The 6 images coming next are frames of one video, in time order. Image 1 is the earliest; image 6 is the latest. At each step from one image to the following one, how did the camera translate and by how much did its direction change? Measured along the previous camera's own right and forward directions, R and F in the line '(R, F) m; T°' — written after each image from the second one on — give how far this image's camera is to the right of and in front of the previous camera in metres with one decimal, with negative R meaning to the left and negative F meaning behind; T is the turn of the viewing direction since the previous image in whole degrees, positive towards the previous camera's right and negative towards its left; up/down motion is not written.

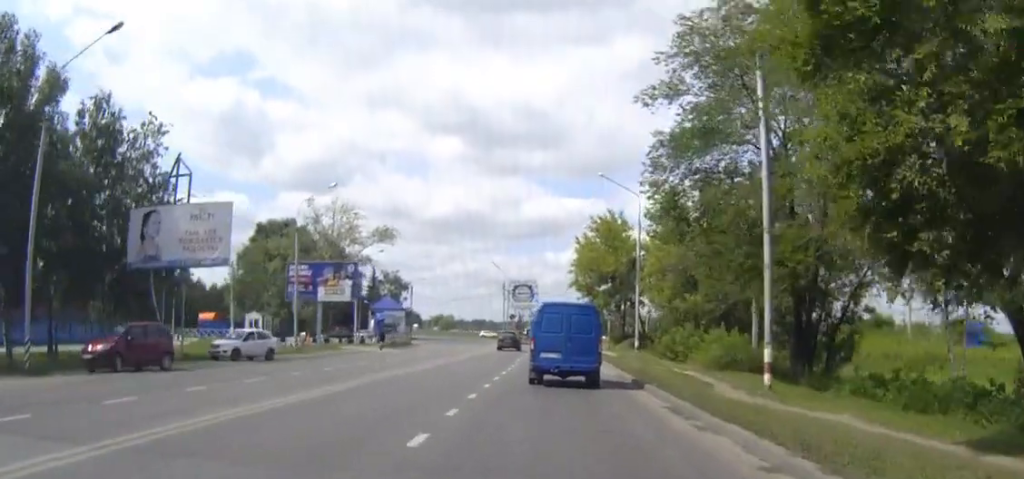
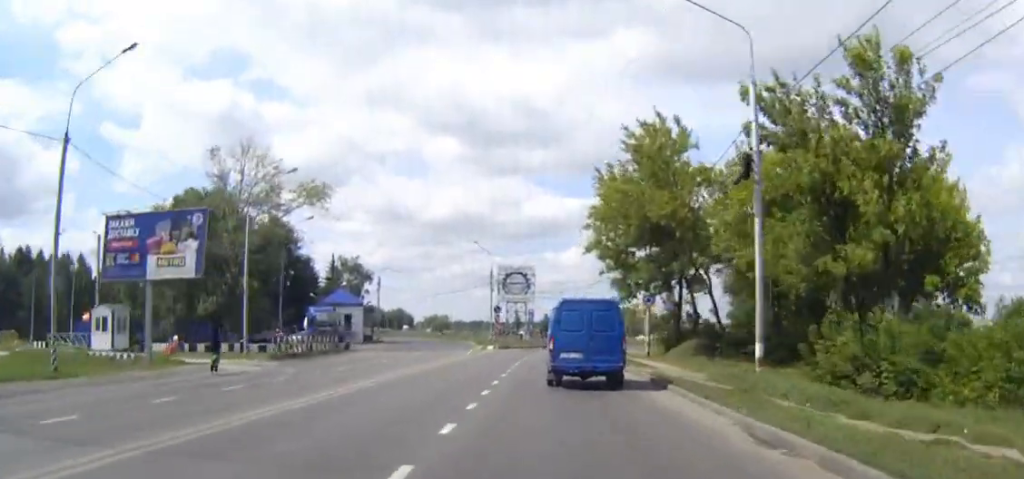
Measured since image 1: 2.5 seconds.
(-0.1, +30.5) m; 0°
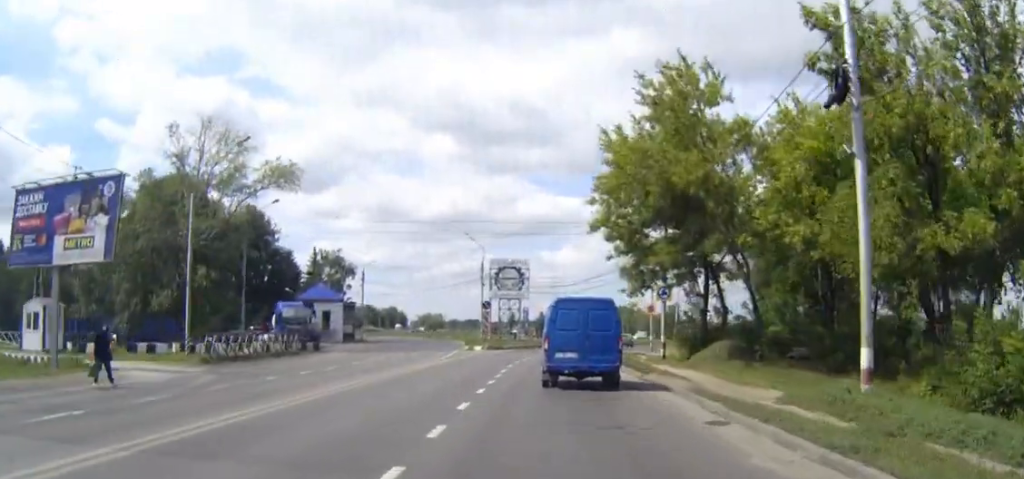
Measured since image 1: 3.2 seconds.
(0.0, +8.2) m; 0°
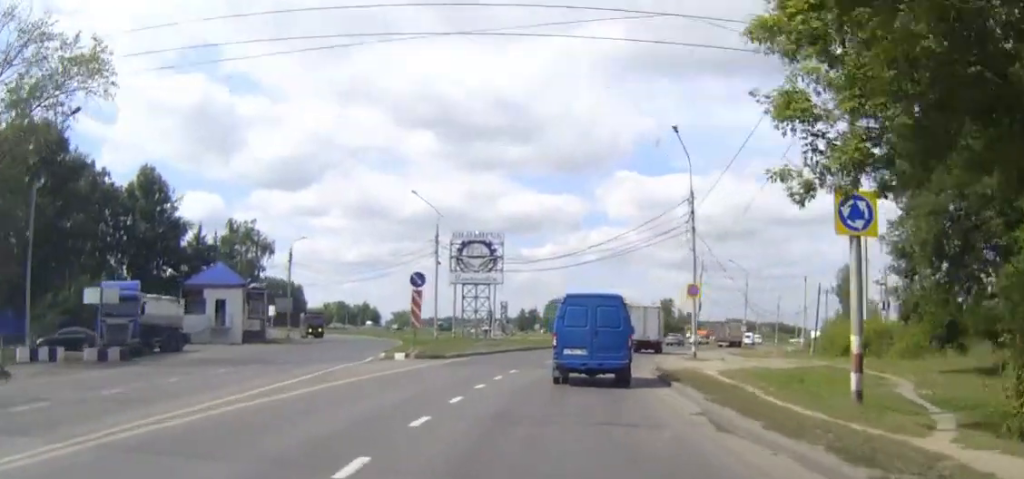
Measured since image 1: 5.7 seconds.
(+0.3, +28.1) m; +1°
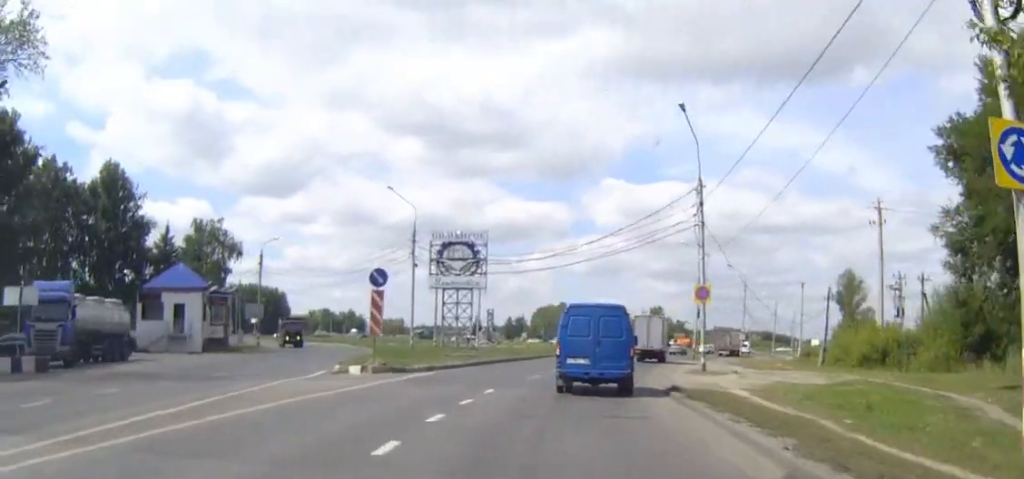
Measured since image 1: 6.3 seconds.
(0.0, +6.1) m; +1°
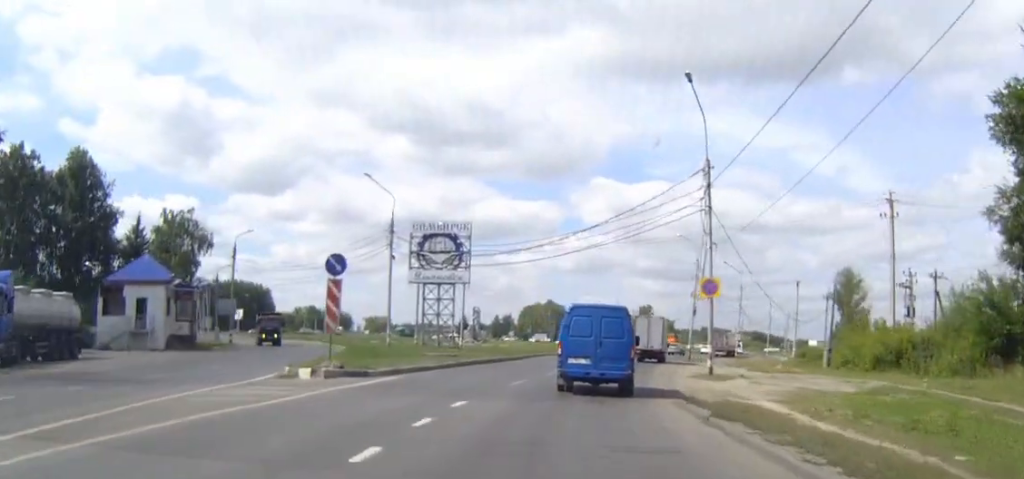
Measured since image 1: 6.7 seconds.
(0.0, +4.6) m; +1°
